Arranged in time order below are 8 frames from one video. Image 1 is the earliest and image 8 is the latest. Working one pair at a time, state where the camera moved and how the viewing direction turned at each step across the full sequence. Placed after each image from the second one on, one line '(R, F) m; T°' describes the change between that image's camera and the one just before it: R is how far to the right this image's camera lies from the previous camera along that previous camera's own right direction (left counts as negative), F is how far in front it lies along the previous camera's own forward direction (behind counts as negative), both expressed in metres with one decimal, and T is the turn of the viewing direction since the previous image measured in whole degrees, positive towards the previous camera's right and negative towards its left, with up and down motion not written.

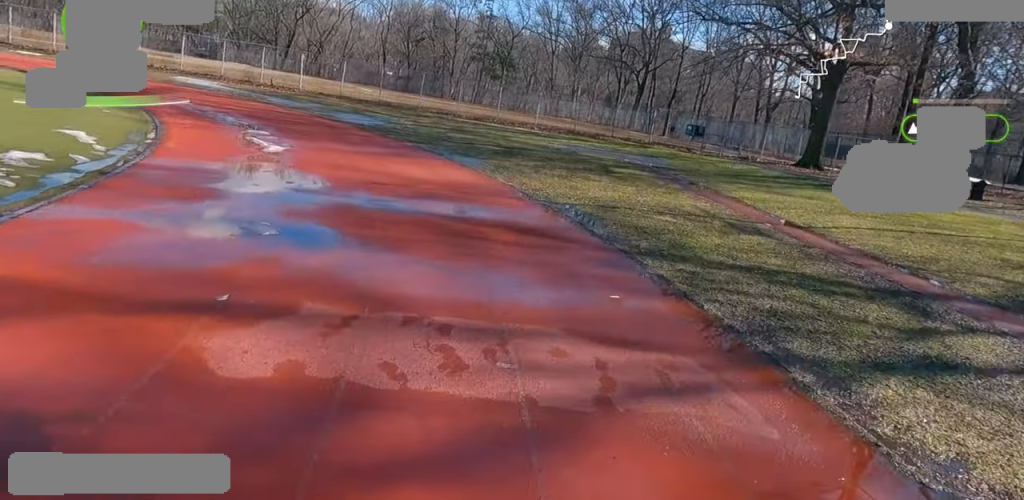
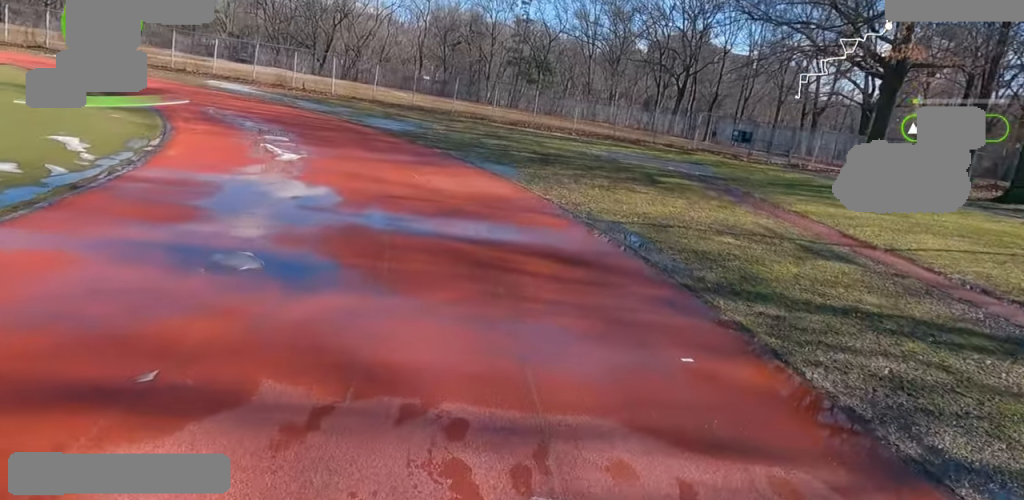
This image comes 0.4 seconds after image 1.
(-0.1, +1.6) m; -2°
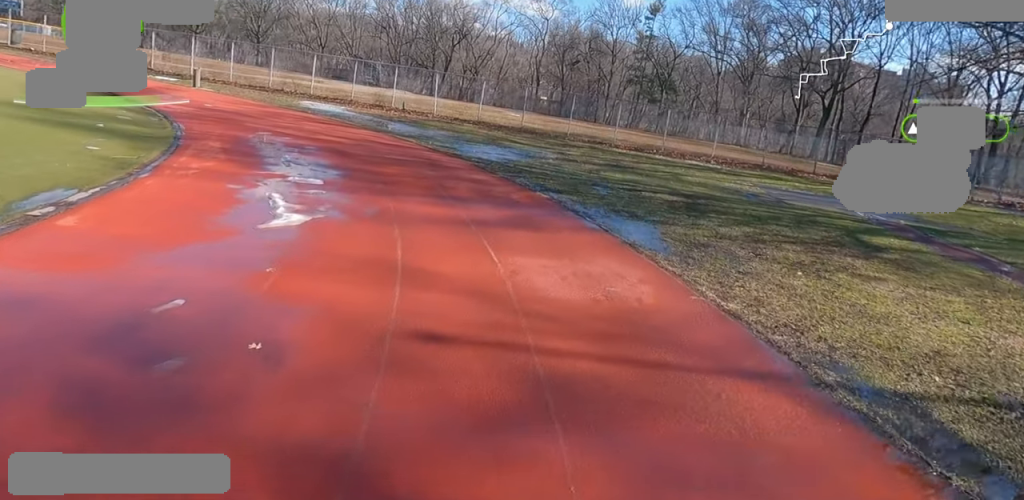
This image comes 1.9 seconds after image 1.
(-0.3, +5.7) m; -8°
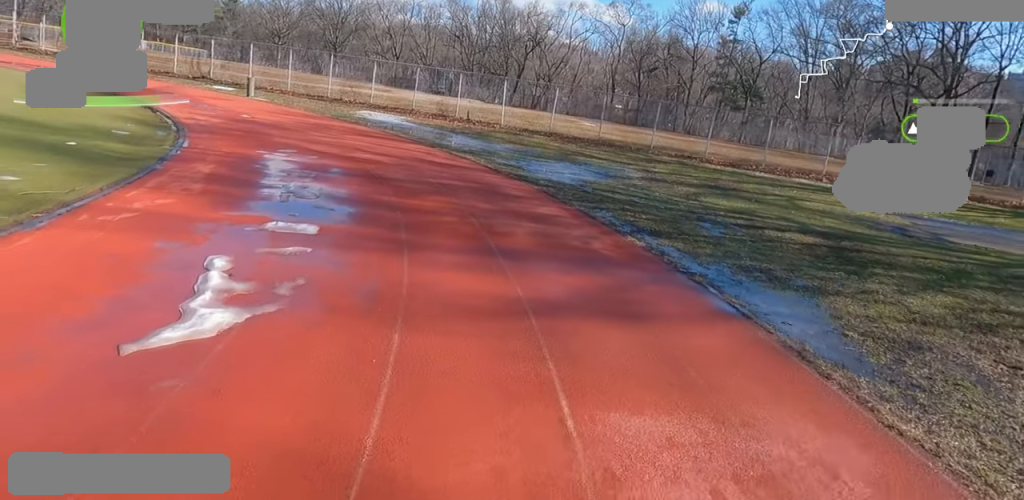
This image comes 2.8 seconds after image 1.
(-0.2, +3.7) m; -8°
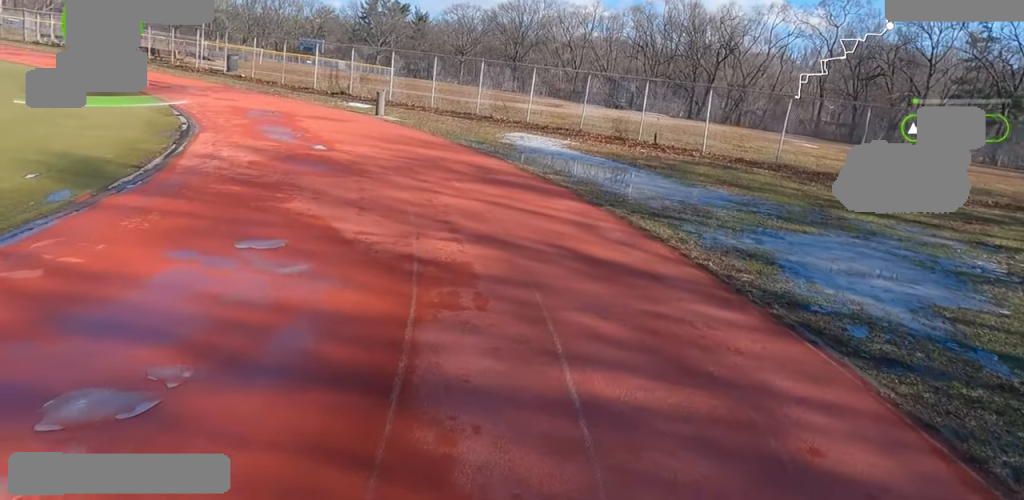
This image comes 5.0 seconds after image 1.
(-1.3, +8.5) m; -13°
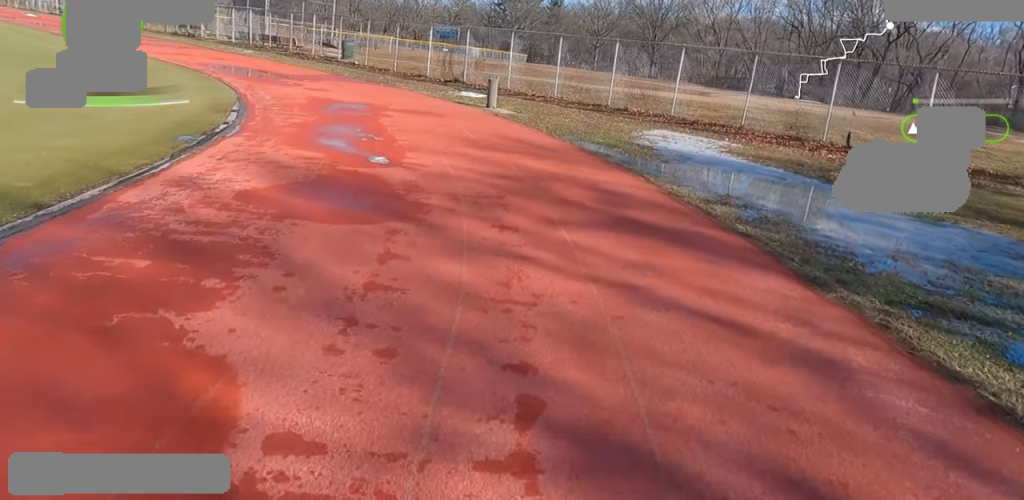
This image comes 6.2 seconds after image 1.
(0.0, +4.4) m; -4°
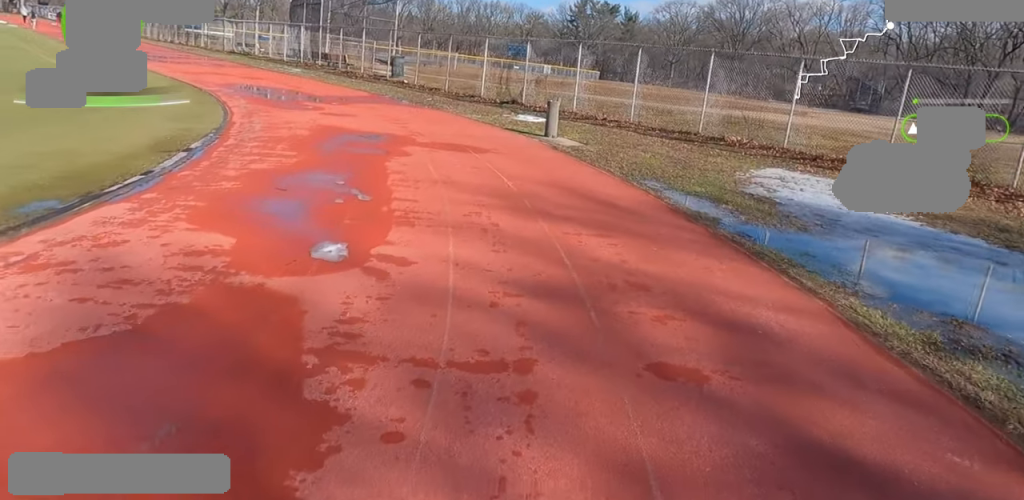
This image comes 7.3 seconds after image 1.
(-0.3, +4.1) m; -9°
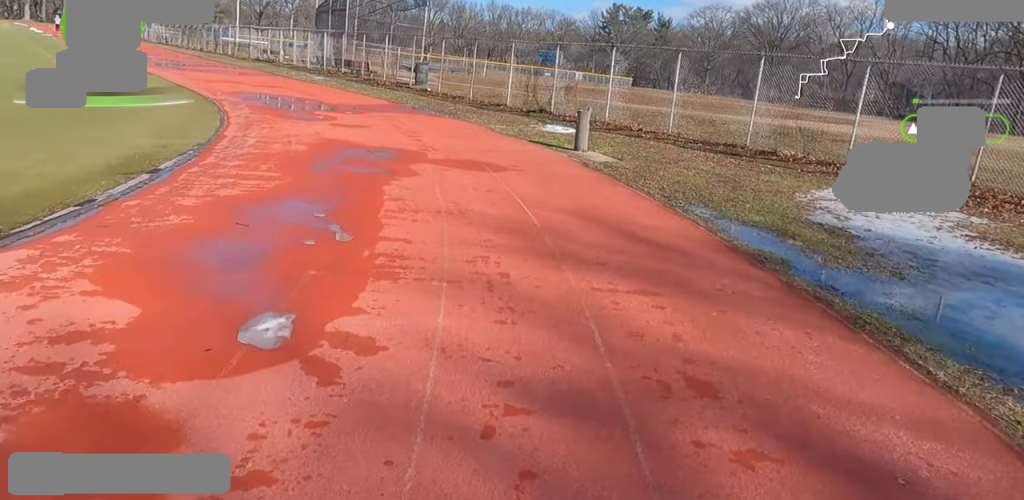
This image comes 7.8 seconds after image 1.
(0.0, +1.6) m; -3°
